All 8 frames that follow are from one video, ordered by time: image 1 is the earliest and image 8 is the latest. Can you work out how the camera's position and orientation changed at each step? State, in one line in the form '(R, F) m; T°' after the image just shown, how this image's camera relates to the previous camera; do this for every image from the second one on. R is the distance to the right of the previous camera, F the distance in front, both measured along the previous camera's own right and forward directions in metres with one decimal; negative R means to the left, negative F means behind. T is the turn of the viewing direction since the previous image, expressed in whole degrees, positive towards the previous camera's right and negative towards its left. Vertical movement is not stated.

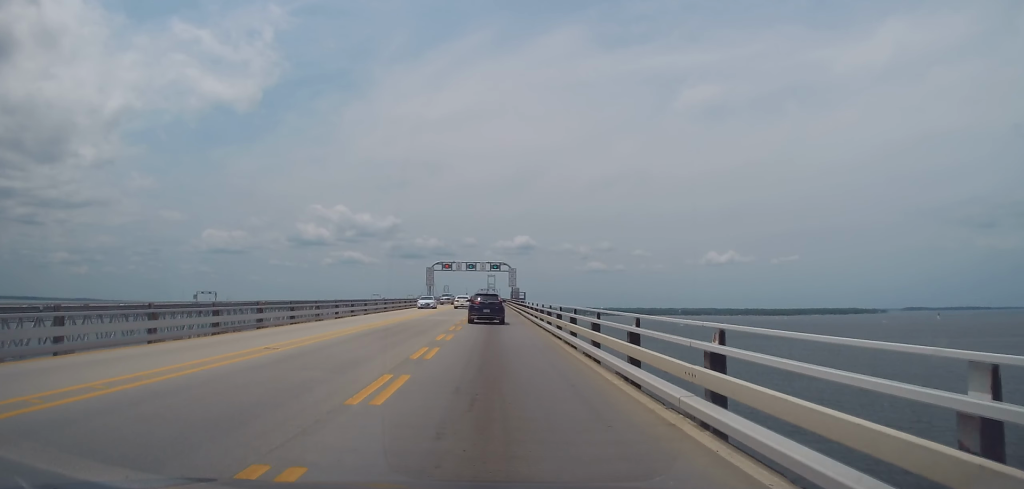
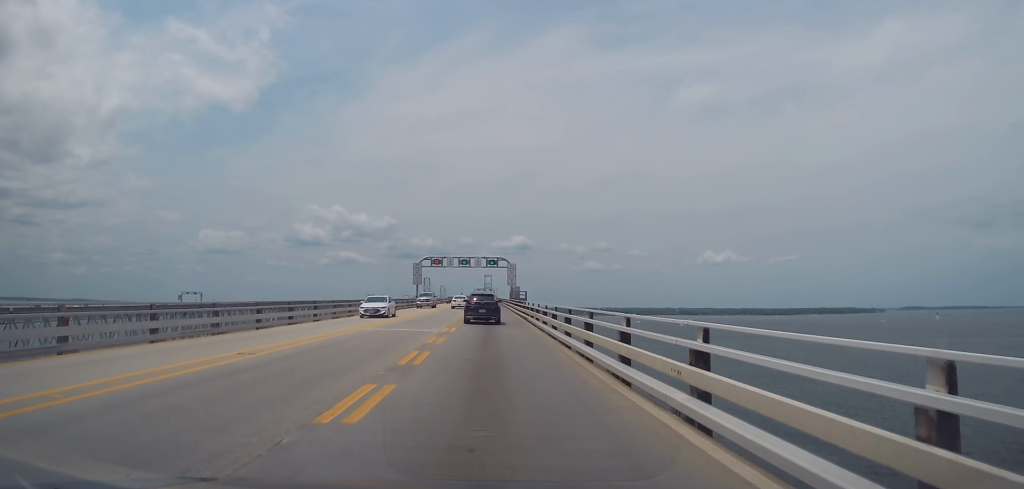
(+0.1, +13.5) m; +1°
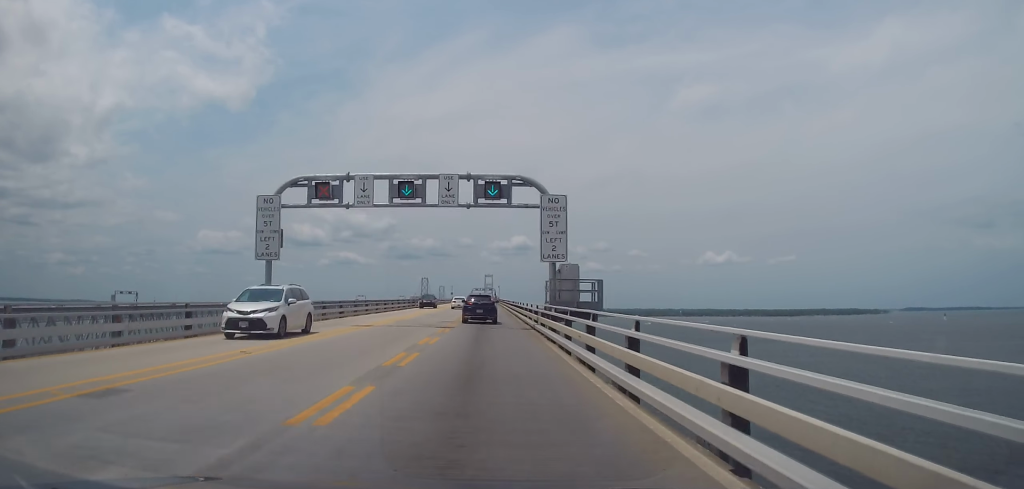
(-0.9, +61.6) m; -2°
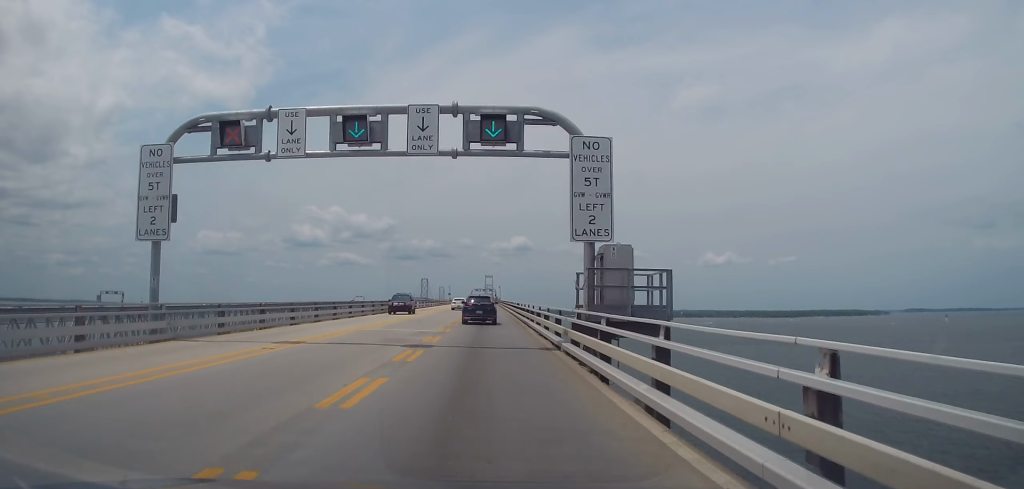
(-0.1, +11.0) m; +1°
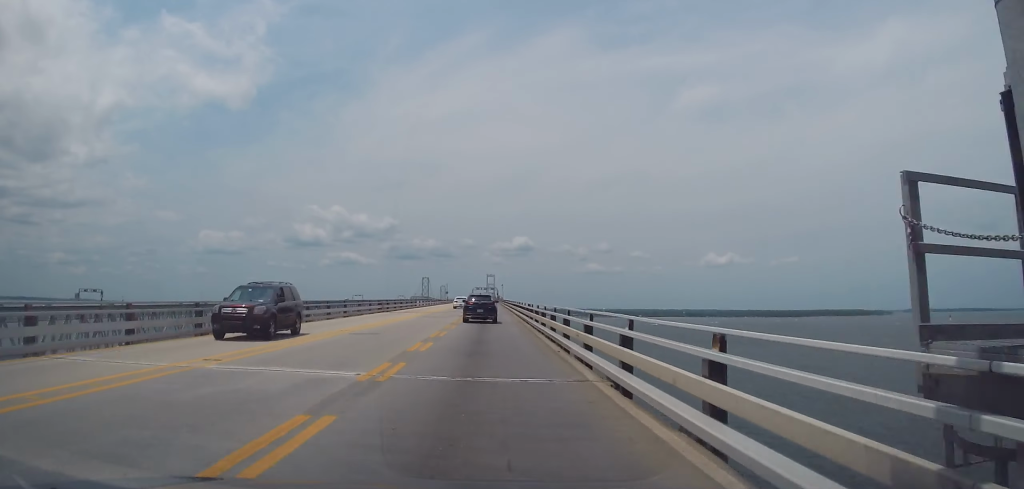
(+0.3, +15.8) m; 0°
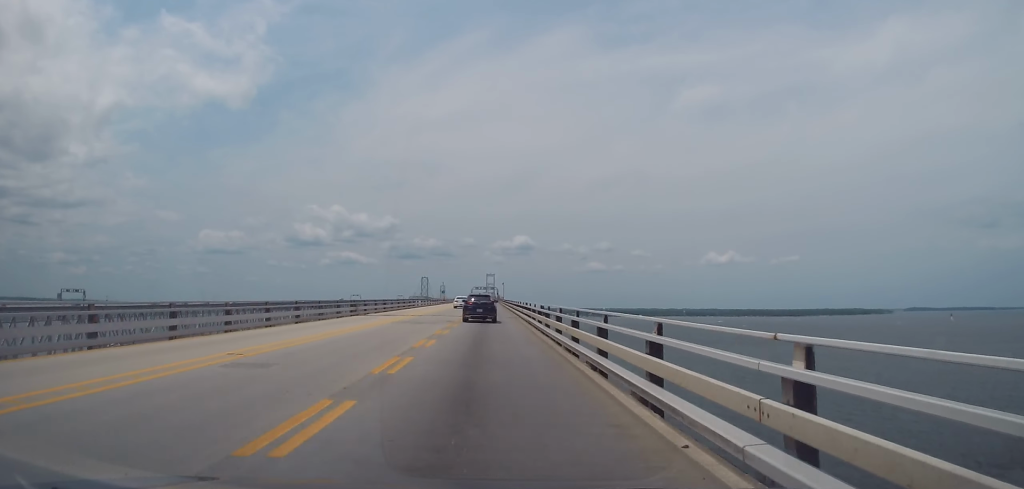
(+0.1, +11.0) m; 0°
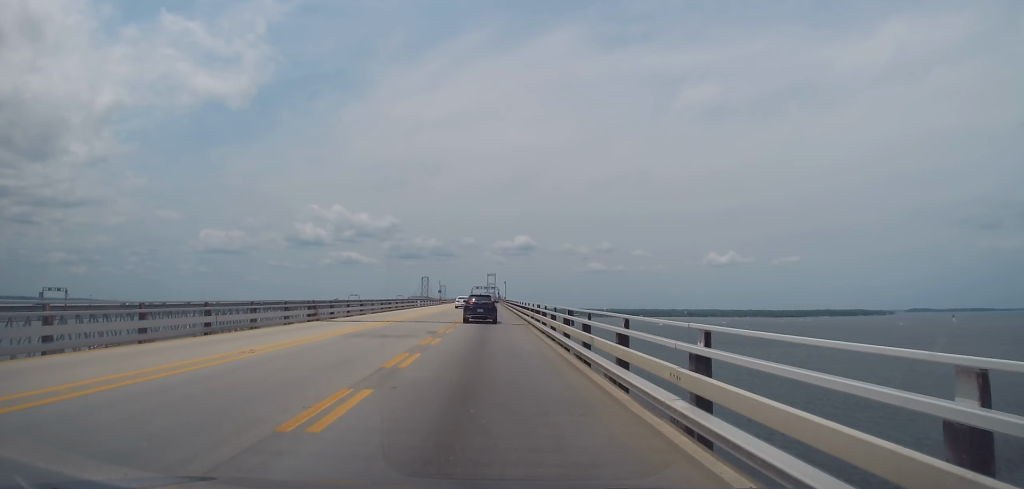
(-0.2, +11.1) m; 0°
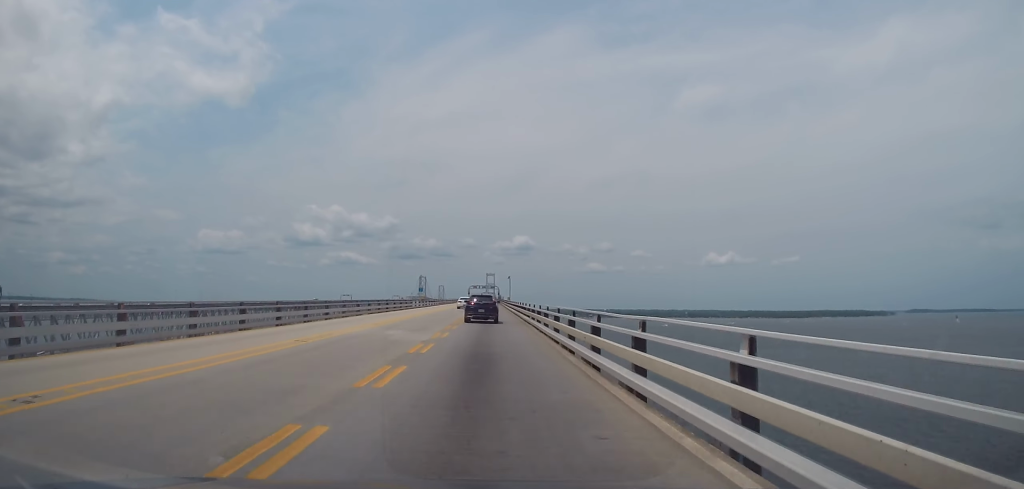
(-0.1, +33.1) m; -1°
